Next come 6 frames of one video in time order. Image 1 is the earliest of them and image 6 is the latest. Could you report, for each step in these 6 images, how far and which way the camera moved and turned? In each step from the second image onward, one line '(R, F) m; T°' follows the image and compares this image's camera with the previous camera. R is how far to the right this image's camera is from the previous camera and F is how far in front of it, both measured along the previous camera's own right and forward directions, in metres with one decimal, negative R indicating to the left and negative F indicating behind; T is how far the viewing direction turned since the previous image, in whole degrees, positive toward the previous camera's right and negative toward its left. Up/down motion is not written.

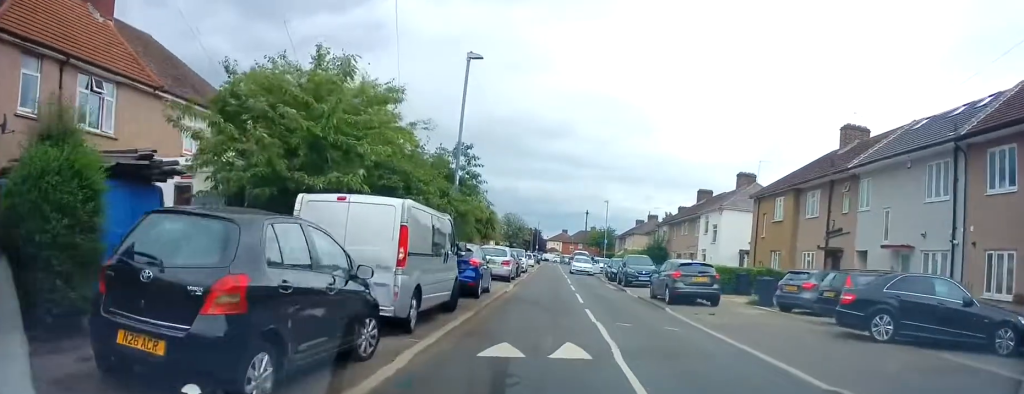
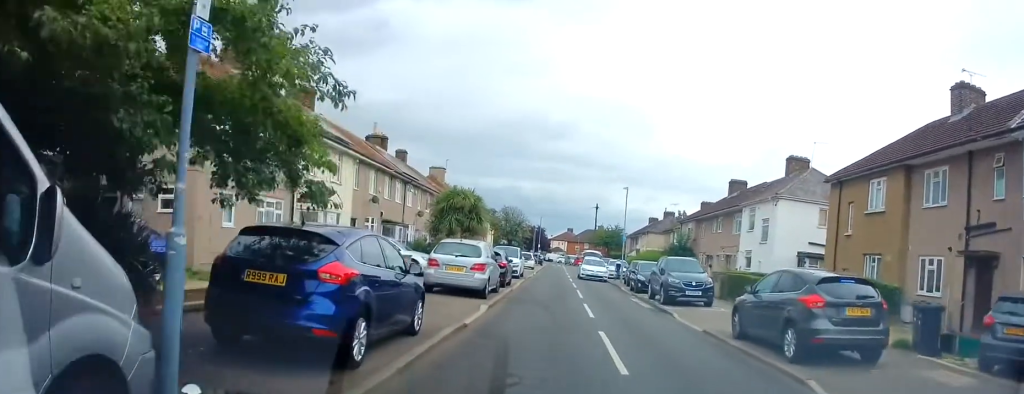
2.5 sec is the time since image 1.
(+0.4, +9.7) m; +3°
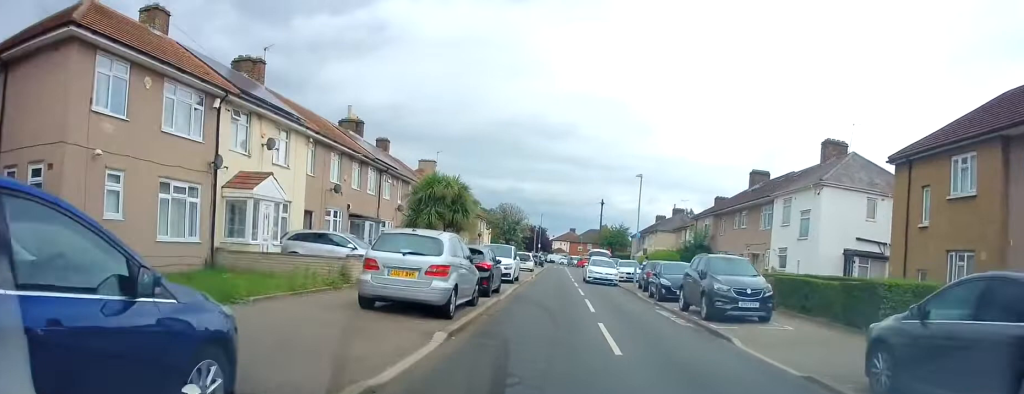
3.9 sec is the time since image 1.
(-0.5, +5.5) m; -3°
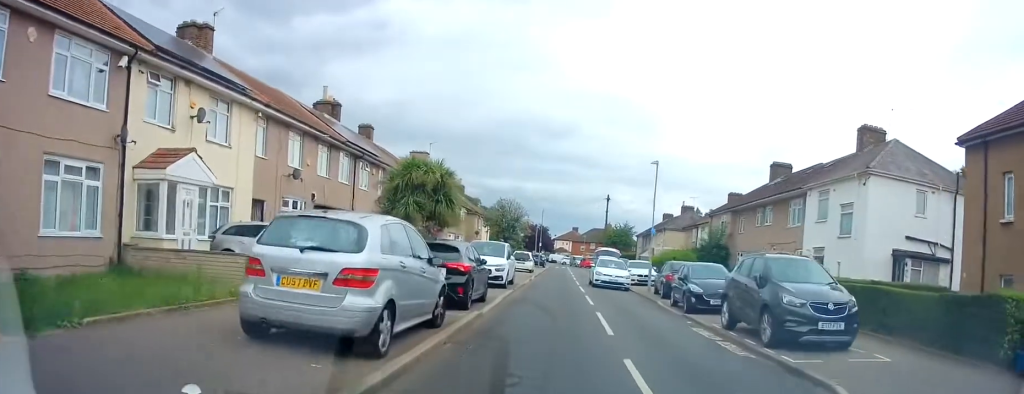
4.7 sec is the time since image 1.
(+0.1, +4.1) m; +1°
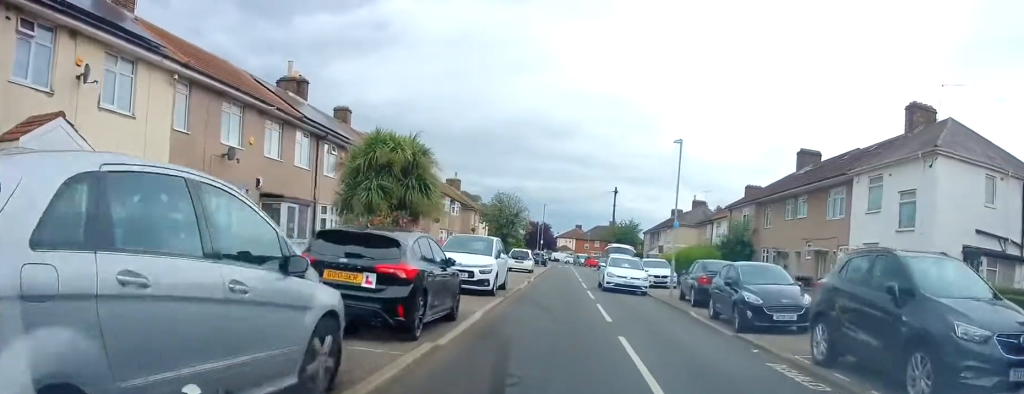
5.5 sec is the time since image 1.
(-0.2, +4.7) m; +2°
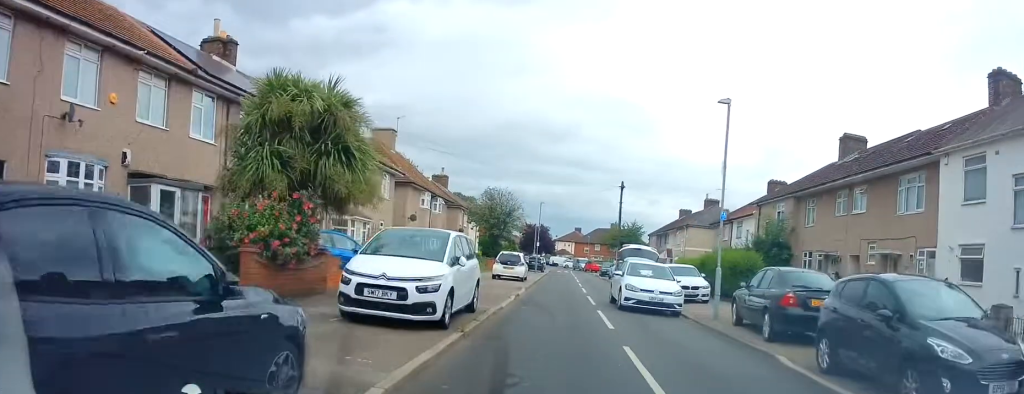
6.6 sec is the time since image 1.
(+0.4, +6.8) m; -1°
